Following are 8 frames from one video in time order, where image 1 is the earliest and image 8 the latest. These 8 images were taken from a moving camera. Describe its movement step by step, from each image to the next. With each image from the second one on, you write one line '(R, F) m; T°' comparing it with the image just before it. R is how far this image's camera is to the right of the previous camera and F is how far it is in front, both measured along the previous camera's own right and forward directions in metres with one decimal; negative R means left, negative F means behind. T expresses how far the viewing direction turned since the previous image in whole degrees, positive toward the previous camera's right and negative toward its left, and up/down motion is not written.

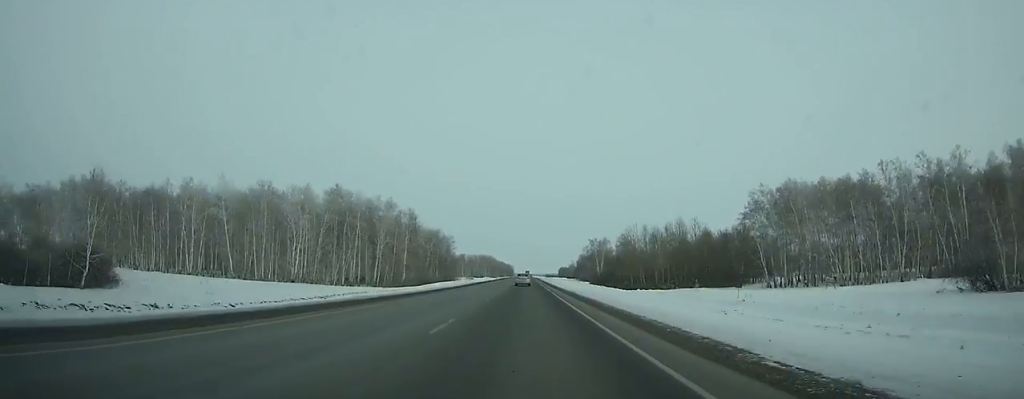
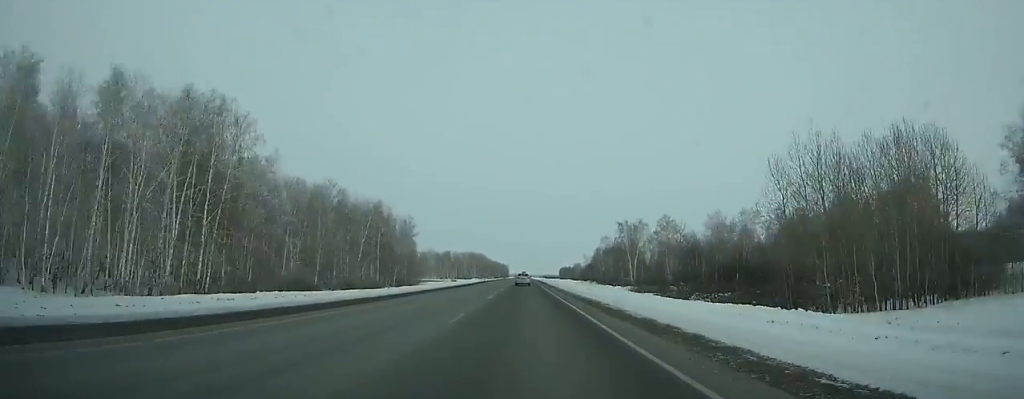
(+0.3, +78.2) m; 0°
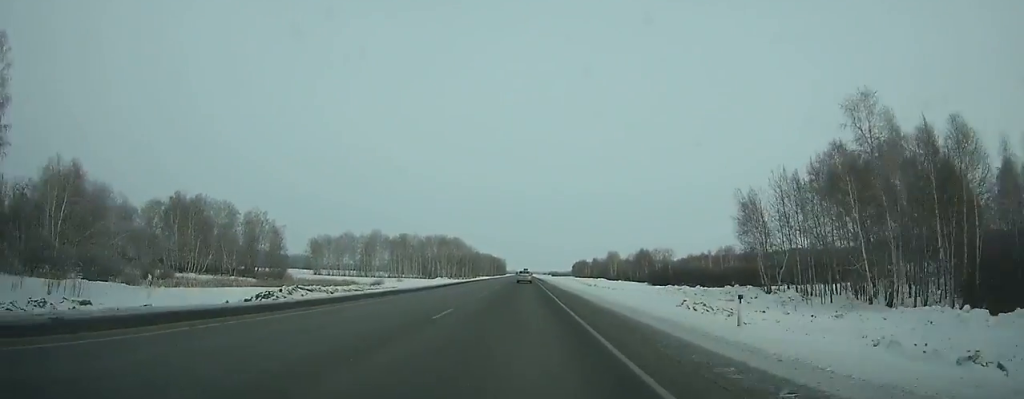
(0.0, +160.0) m; 0°
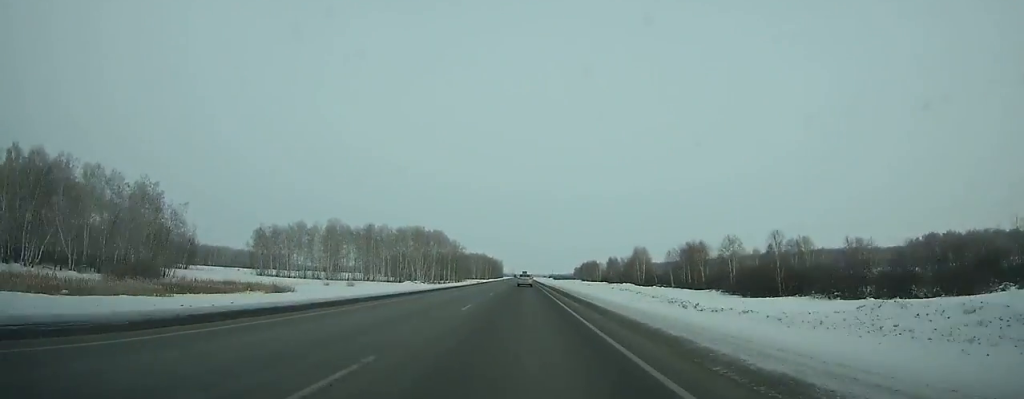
(-0.2, +58.0) m; 0°
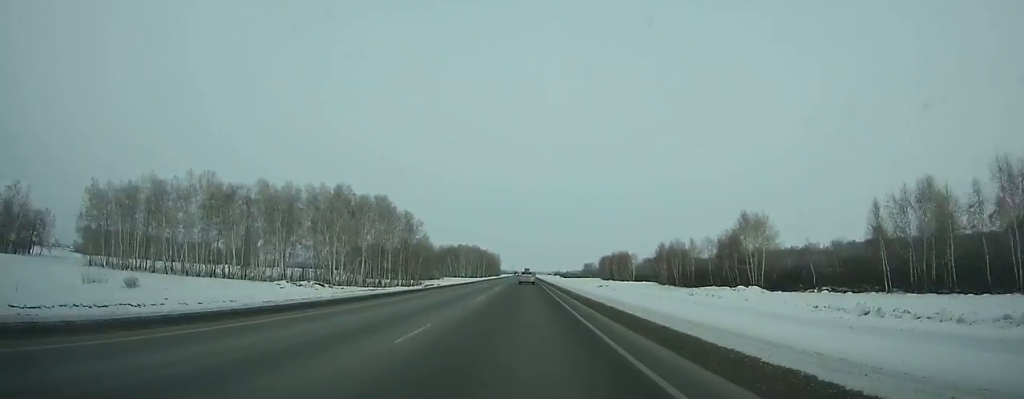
(0.0, +91.7) m; 0°
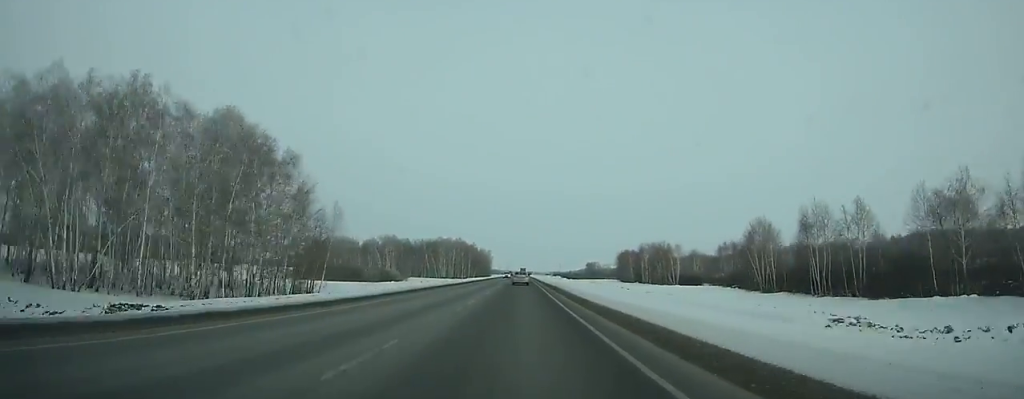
(0.0, +68.0) m; 0°
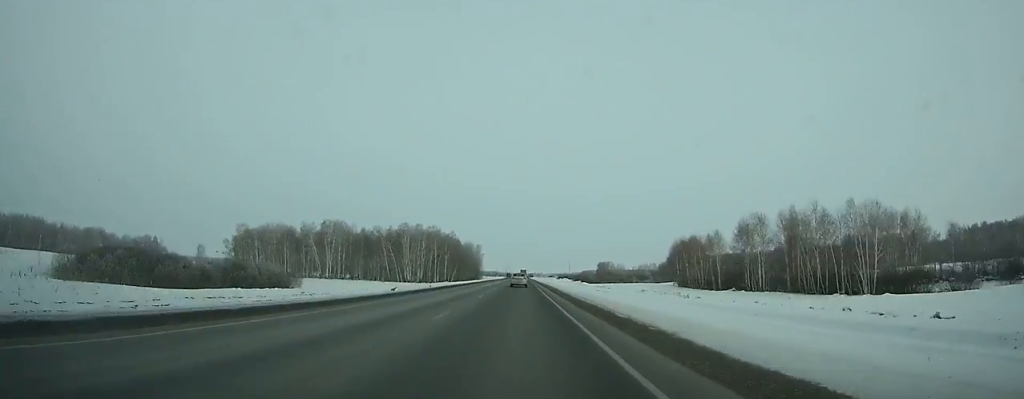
(+0.2, +86.5) m; 0°
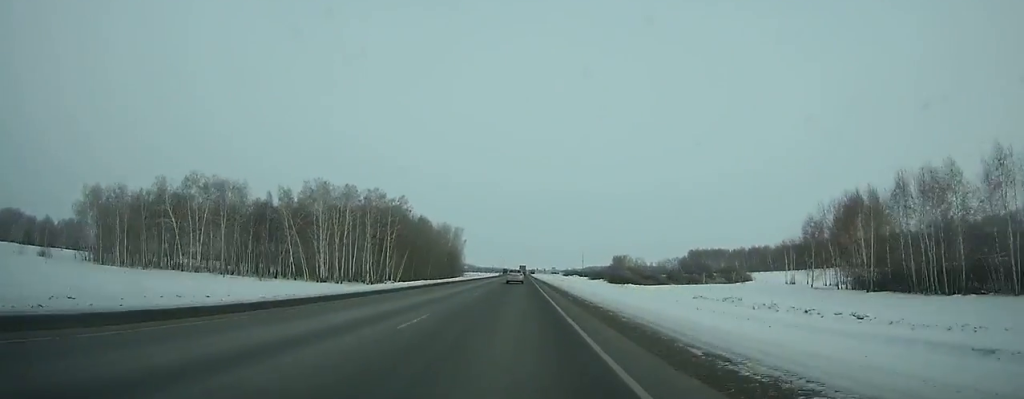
(+0.1, +85.1) m; 0°
